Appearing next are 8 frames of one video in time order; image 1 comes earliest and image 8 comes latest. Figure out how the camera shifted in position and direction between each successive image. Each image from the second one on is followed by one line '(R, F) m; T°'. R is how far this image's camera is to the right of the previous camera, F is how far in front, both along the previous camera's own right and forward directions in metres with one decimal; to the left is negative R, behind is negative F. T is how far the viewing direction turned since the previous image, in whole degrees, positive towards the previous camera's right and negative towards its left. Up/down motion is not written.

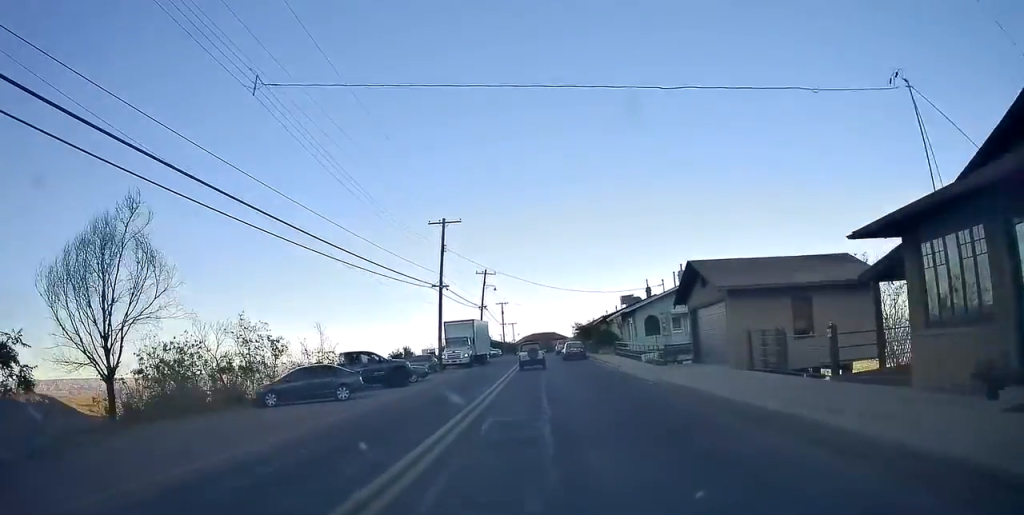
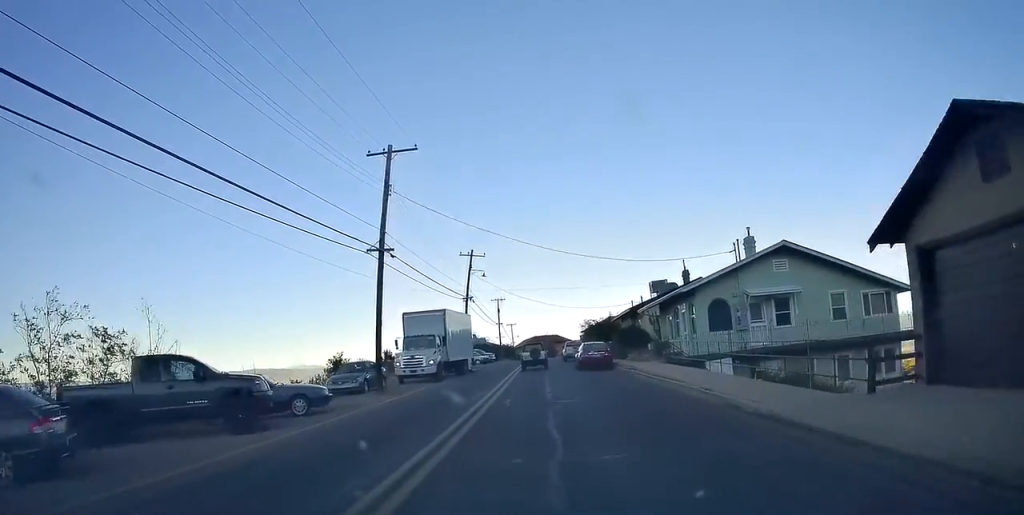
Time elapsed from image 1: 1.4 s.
(+0.8, +16.2) m; 0°
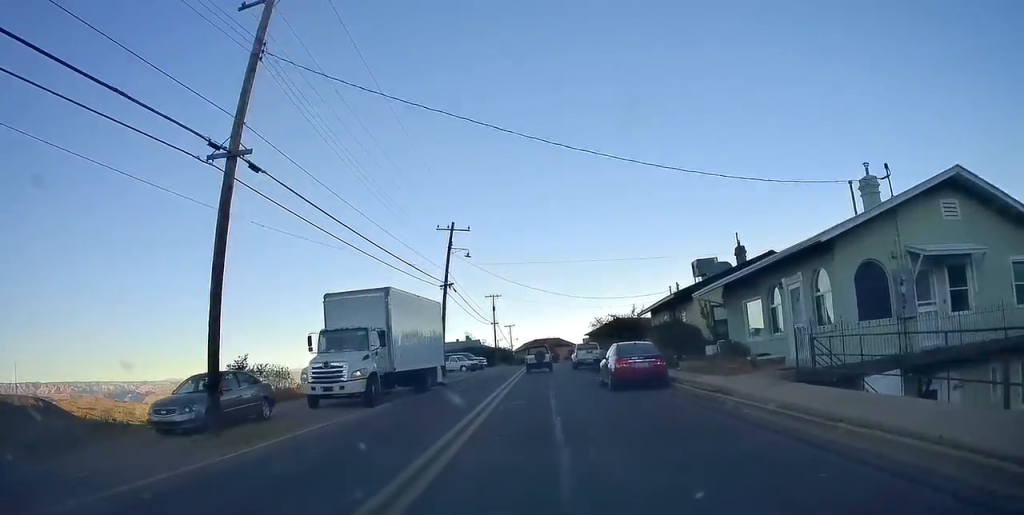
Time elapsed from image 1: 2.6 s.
(-1.1, +13.2) m; -3°
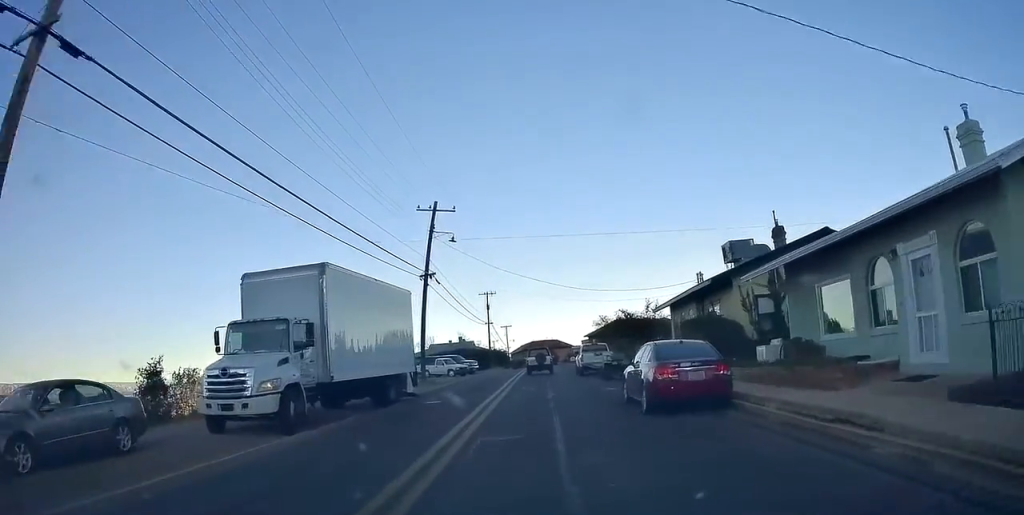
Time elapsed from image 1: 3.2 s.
(+0.3, +6.2) m; +1°
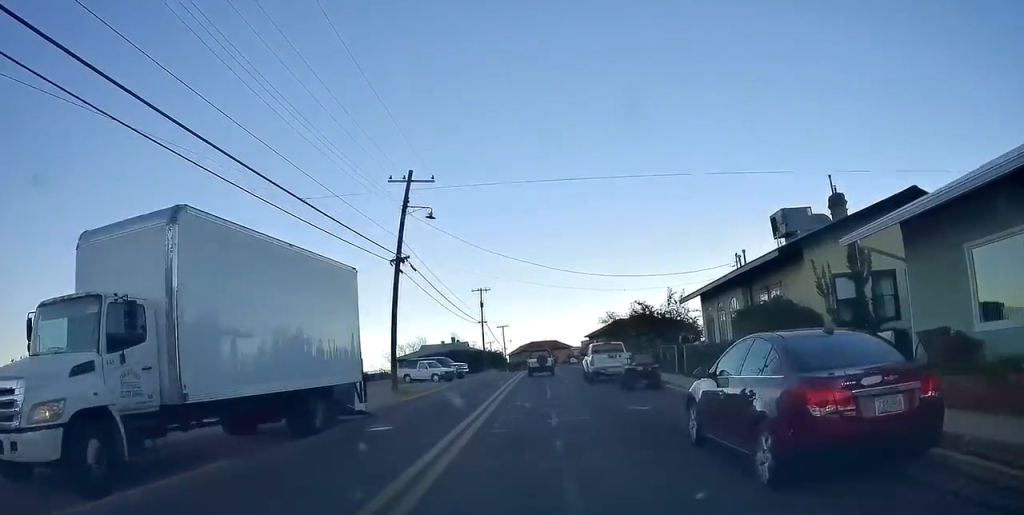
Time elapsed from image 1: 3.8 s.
(+0.1, +6.6) m; +1°
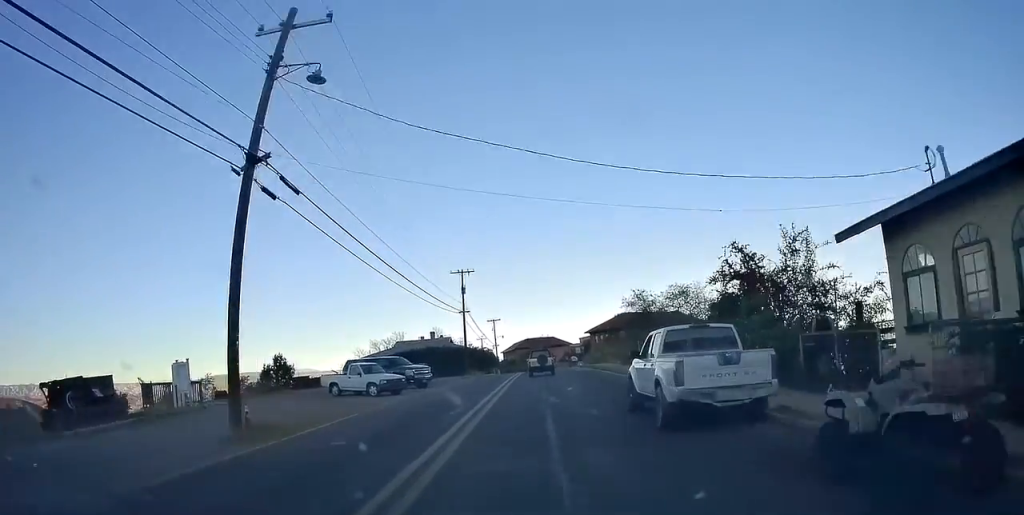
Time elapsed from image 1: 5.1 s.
(-0.2, +15.2) m; +1°
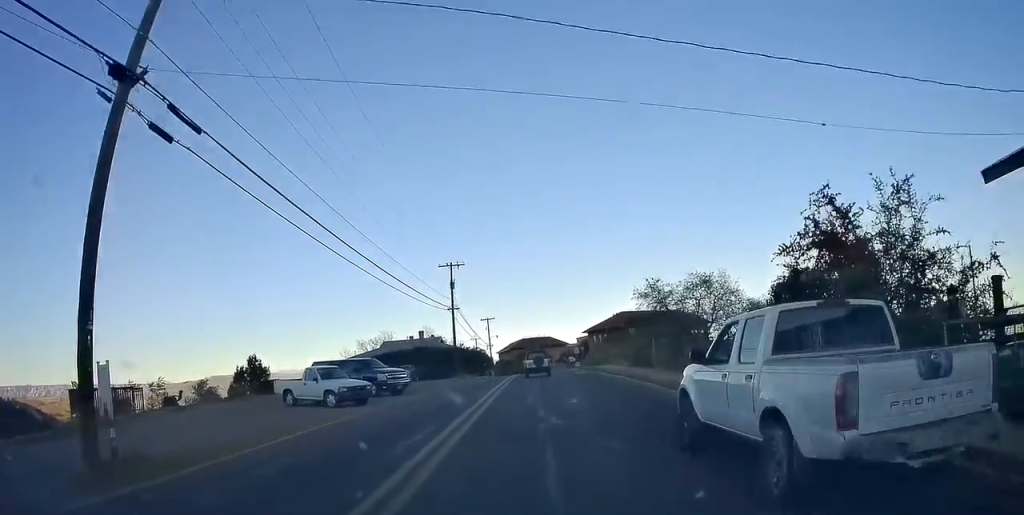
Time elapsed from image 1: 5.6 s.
(0.0, +5.2) m; +1°
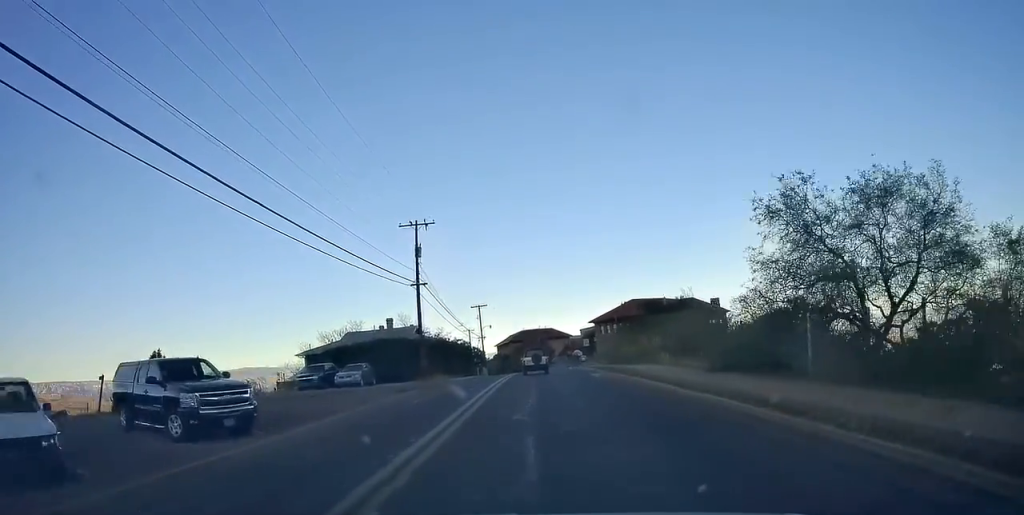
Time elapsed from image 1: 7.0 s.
(+0.4, +16.1) m; 0°
